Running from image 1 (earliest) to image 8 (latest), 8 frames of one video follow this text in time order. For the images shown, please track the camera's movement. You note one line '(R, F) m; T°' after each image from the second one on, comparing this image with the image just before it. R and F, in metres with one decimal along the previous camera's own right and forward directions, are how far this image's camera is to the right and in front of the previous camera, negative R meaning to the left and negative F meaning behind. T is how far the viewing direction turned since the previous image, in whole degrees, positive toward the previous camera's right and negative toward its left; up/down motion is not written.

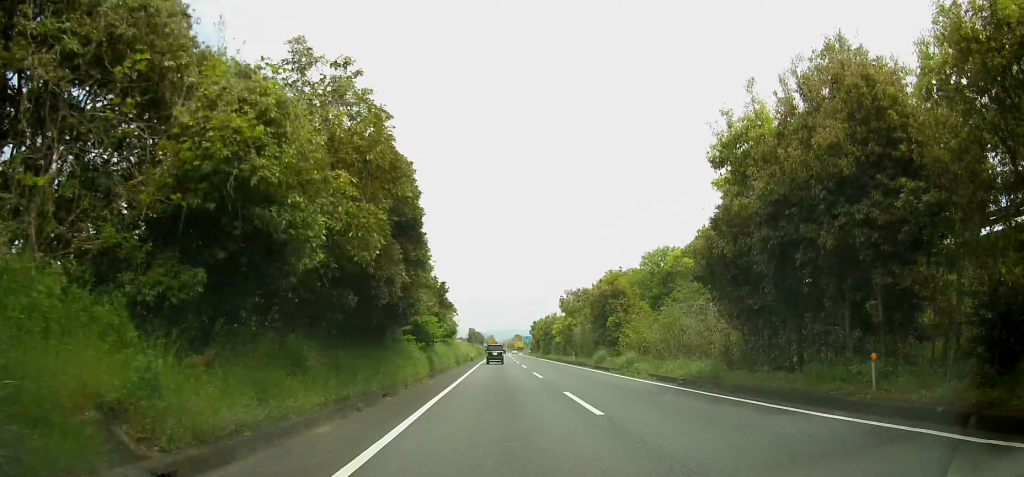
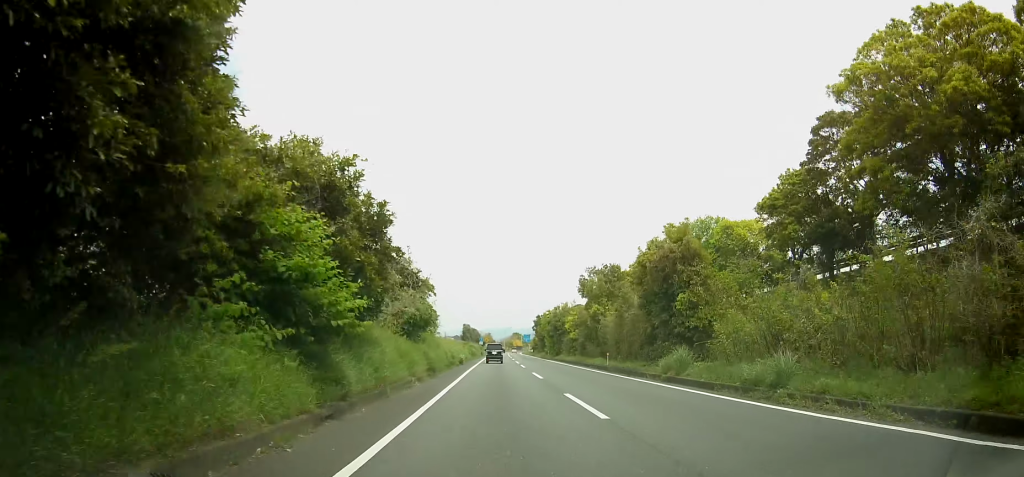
(+0.1, +15.3) m; +1°
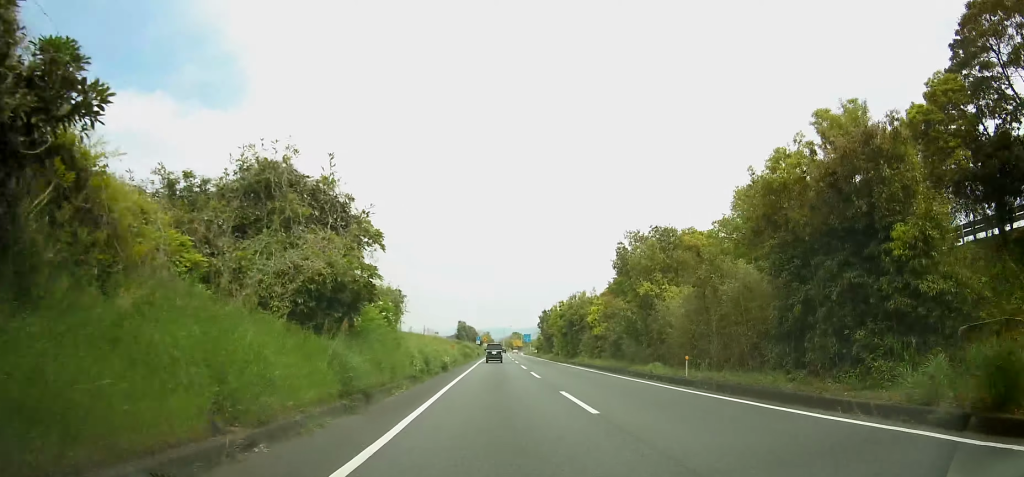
(0.0, +14.0) m; 0°
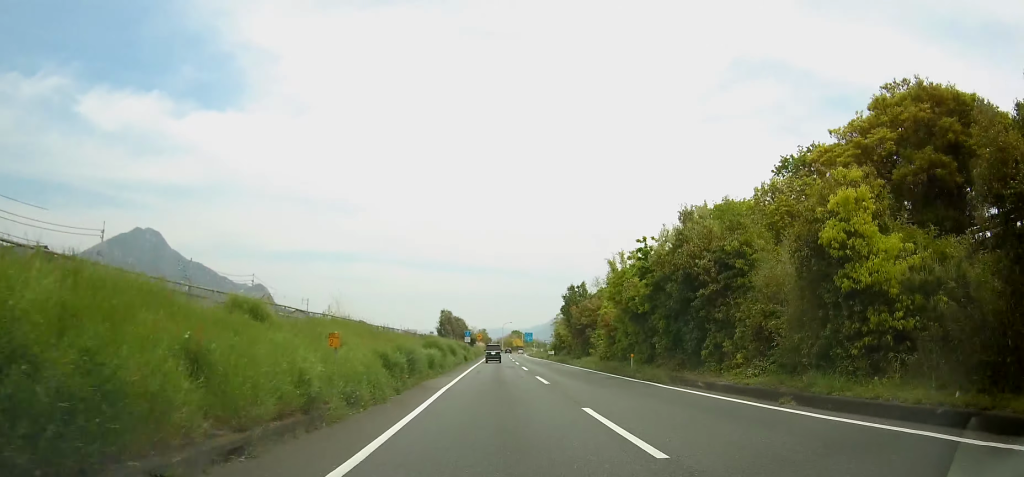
(-0.1, +31.9) m; 0°
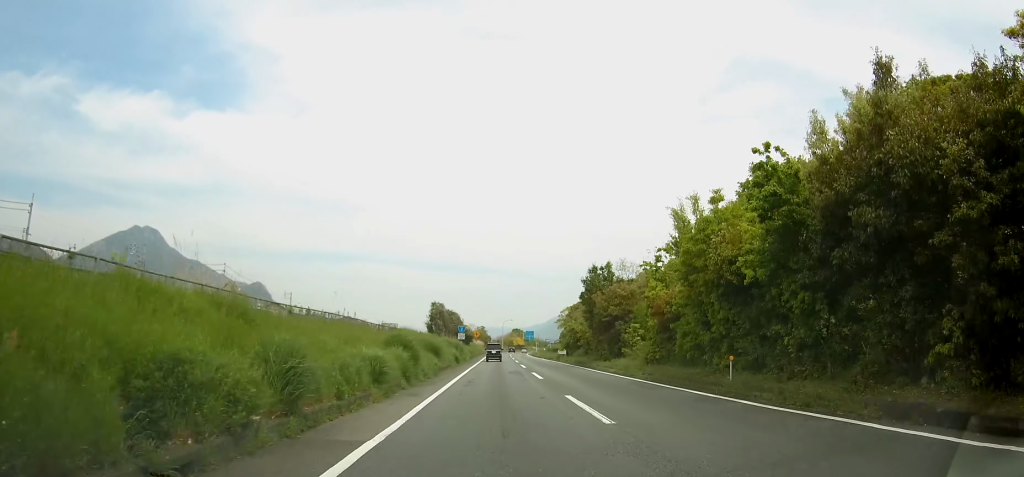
(0.0, +11.9) m; 0°
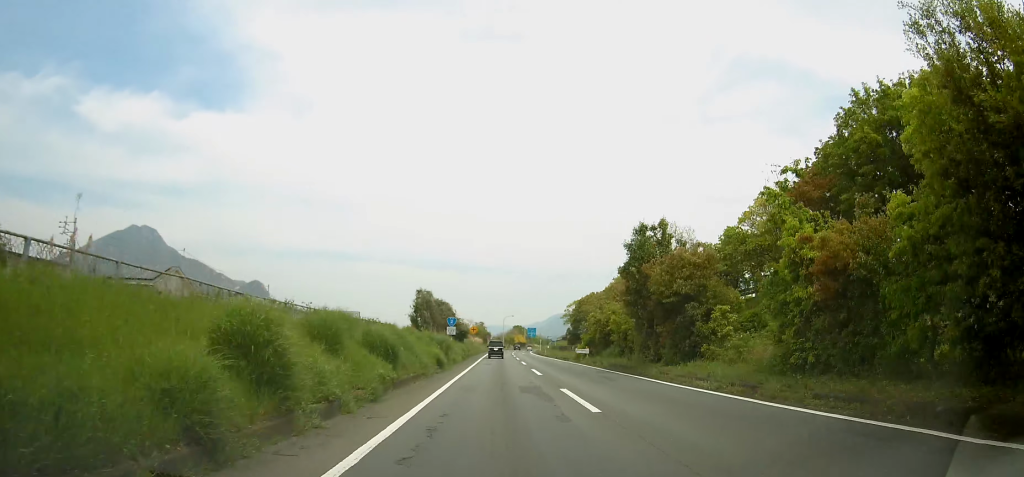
(+0.1, +13.5) m; 0°
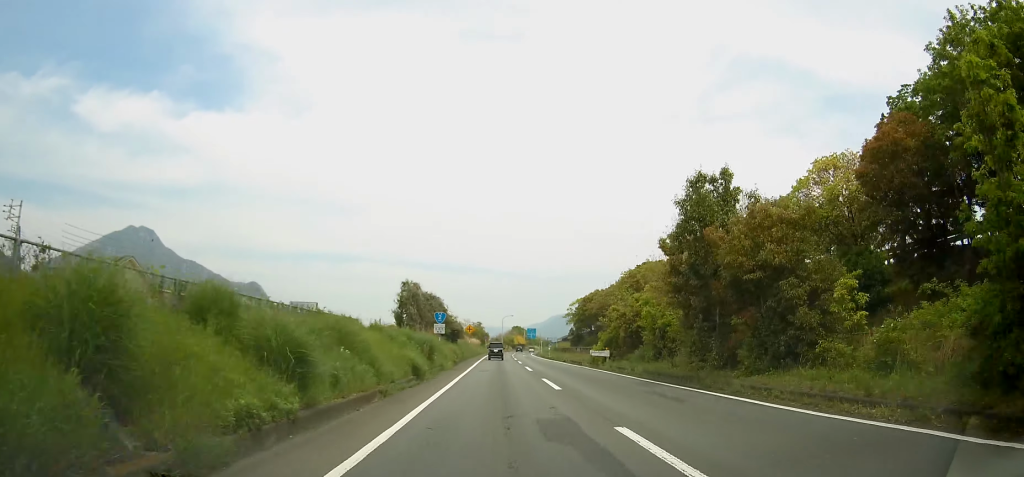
(0.0, +8.1) m; 0°
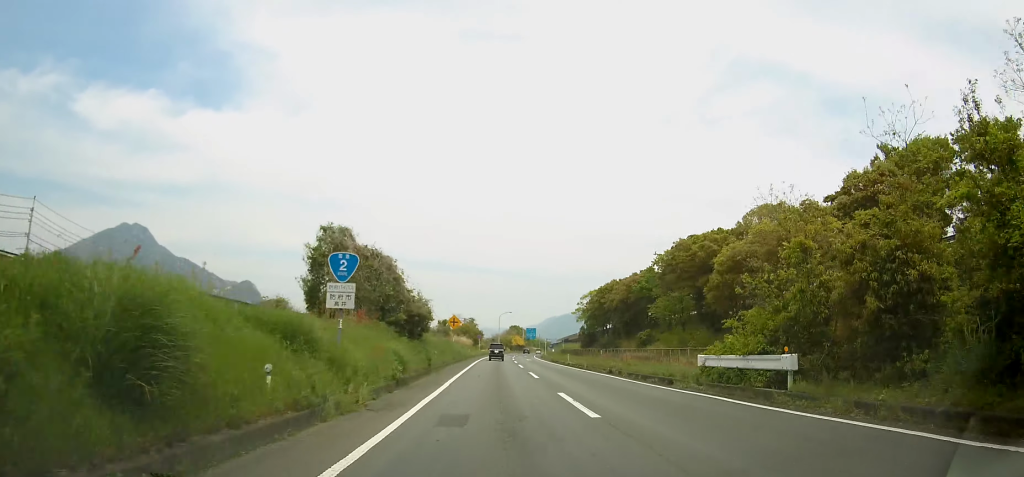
(+0.2, +22.1) m; +1°
